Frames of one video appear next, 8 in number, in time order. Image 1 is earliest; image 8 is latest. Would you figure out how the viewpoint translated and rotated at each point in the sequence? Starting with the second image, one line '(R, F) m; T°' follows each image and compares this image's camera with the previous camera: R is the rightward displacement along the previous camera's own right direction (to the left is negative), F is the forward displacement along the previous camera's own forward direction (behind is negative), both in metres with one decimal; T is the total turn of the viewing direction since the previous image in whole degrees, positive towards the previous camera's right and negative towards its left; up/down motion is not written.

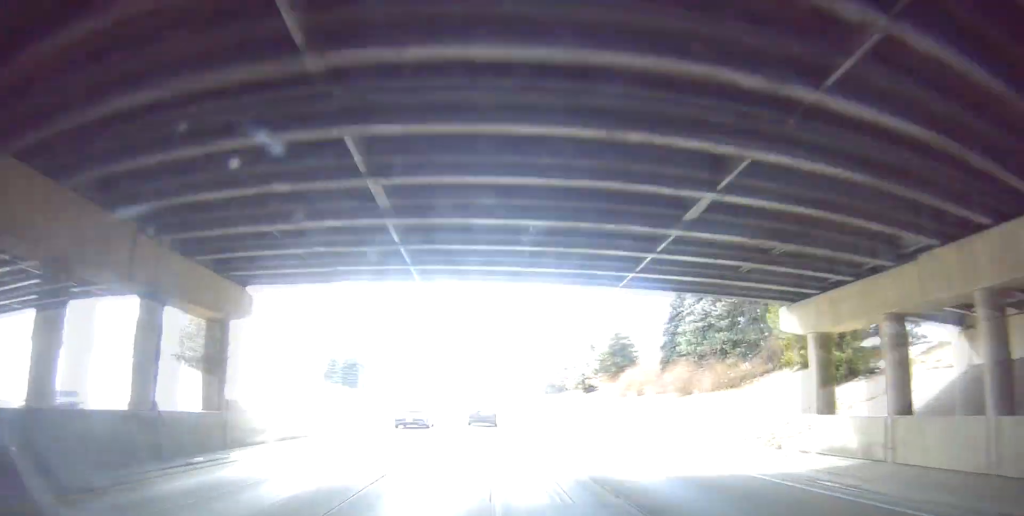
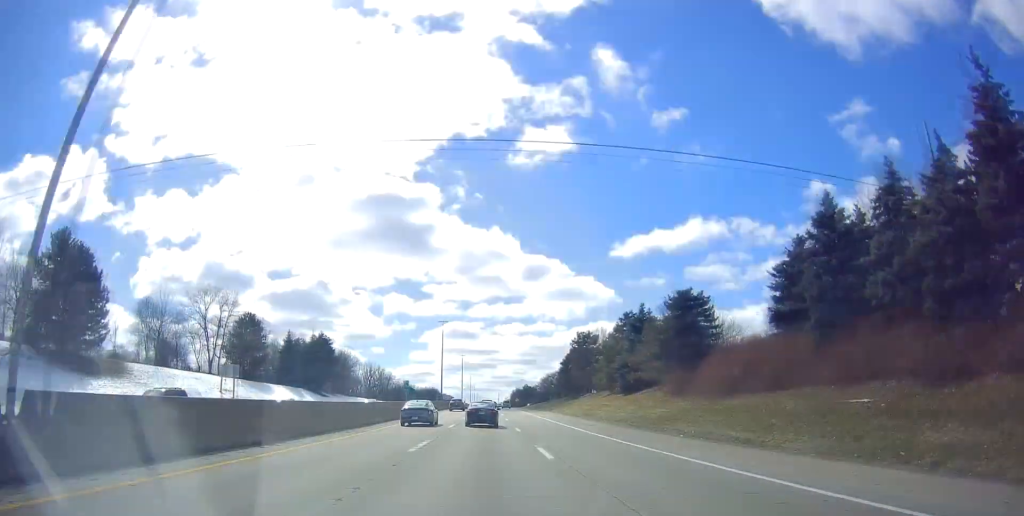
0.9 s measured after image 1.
(0.0, +29.1) m; +1°
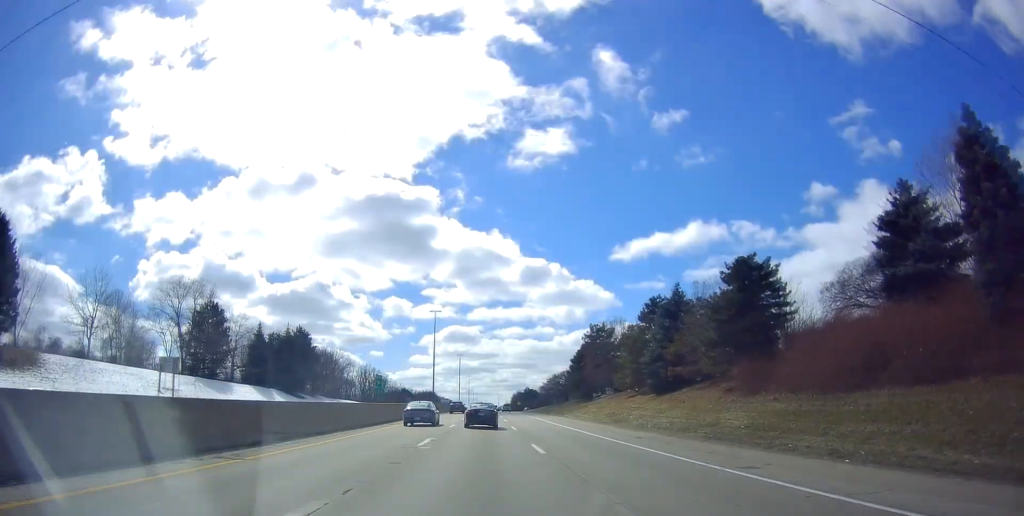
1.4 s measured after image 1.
(+0.3, +13.8) m; 0°
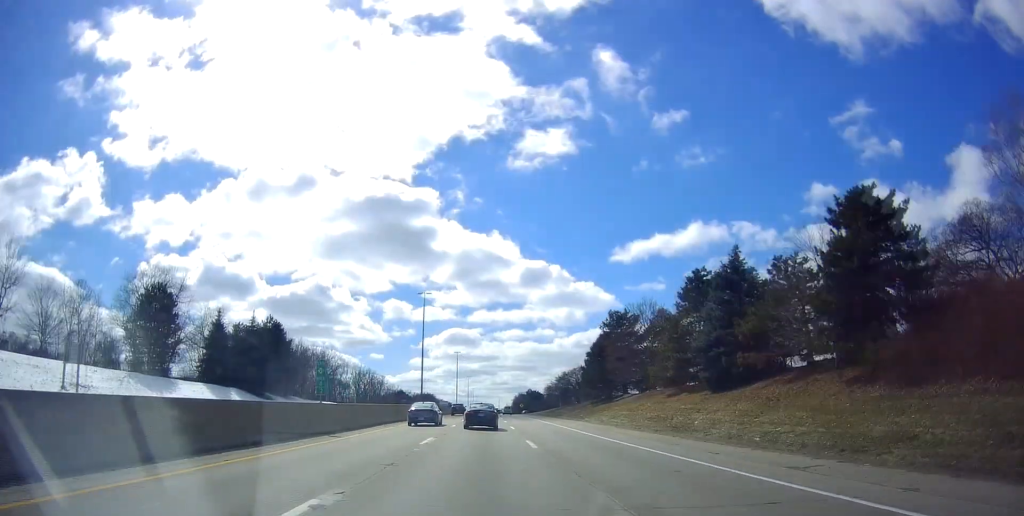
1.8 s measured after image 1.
(+0.1, +14.8) m; 0°
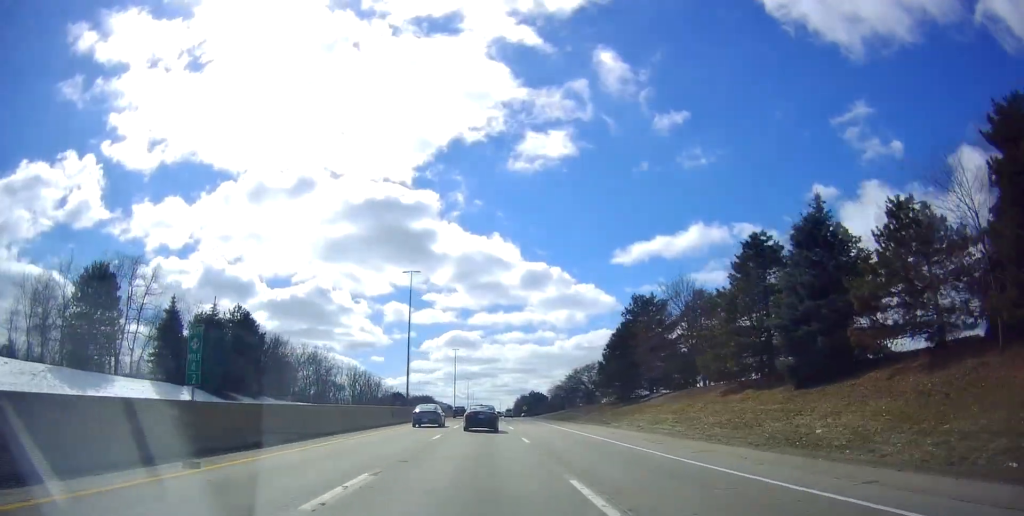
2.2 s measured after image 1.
(-0.2, +12.6) m; 0°
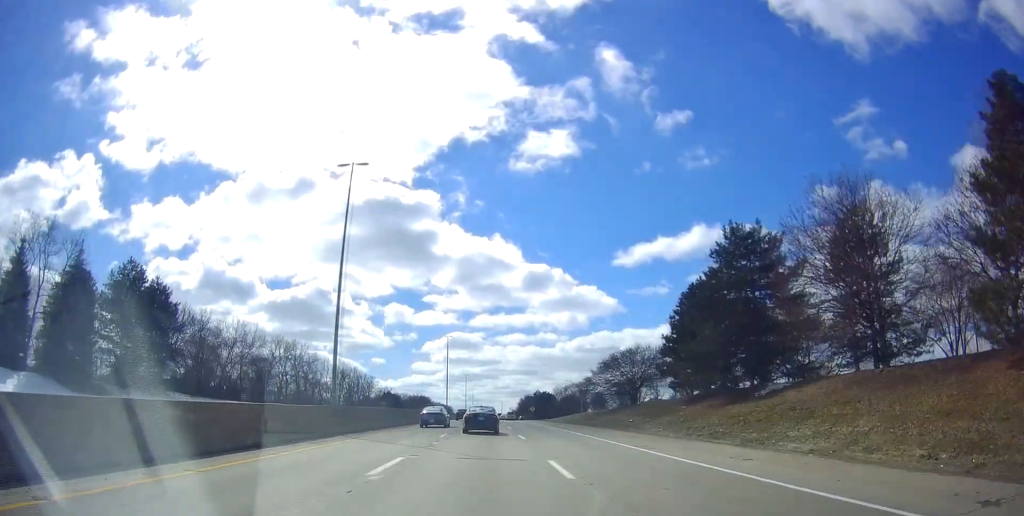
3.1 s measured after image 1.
(+0.1, +26.9) m; 0°
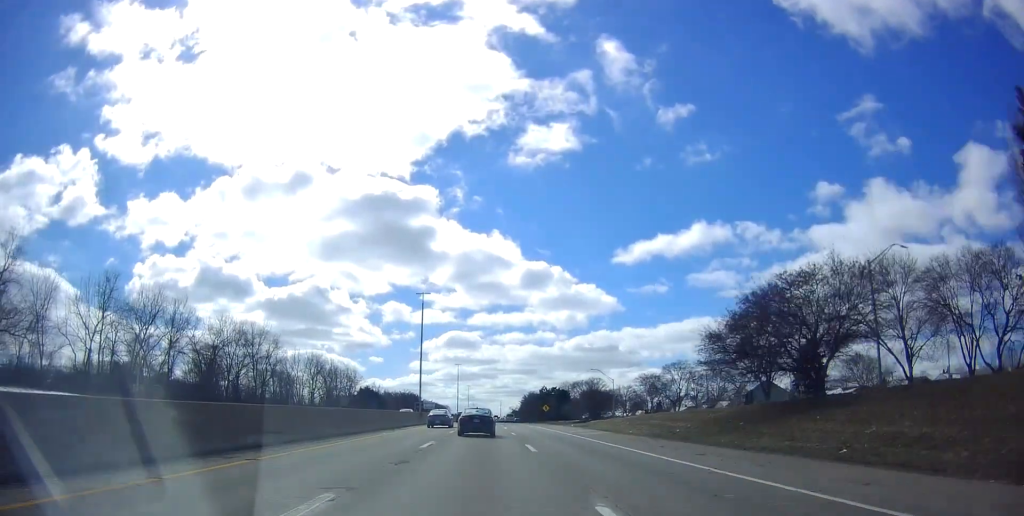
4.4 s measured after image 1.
(+0.1, +38.0) m; -1°
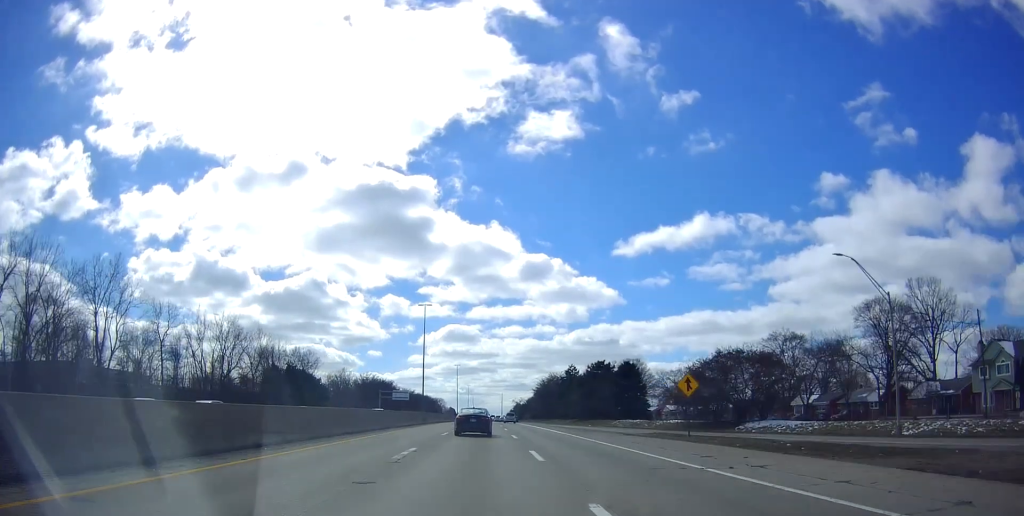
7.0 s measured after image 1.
(-1.8, +76.2) m; -1°
